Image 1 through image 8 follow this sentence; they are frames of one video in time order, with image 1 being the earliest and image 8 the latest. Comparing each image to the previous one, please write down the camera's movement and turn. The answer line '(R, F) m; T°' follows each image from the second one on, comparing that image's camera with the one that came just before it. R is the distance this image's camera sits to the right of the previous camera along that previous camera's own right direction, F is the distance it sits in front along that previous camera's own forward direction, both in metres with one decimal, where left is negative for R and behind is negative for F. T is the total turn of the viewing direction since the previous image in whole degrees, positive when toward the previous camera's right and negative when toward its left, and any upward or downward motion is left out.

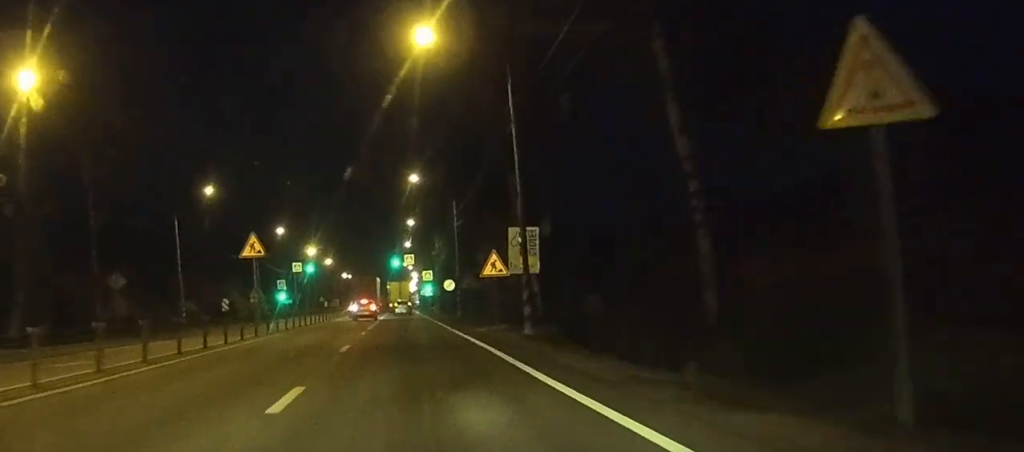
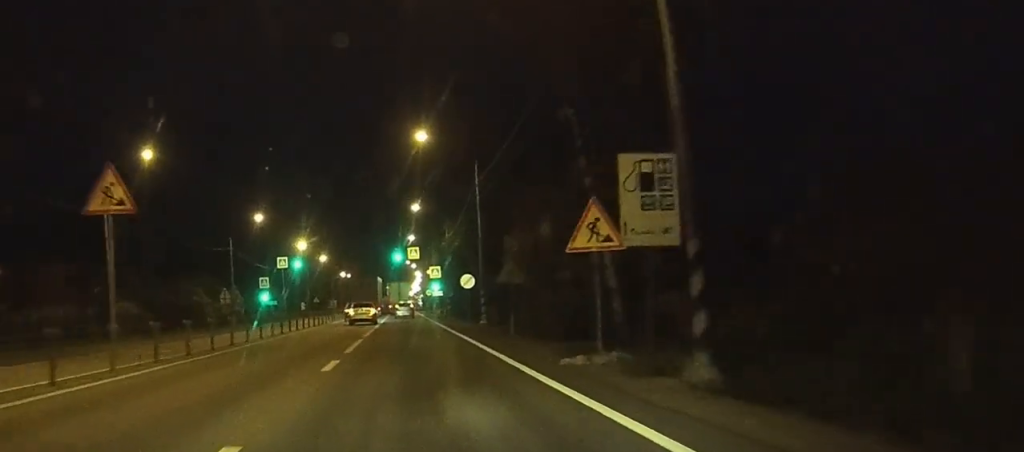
(0.0, +17.3) m; 0°
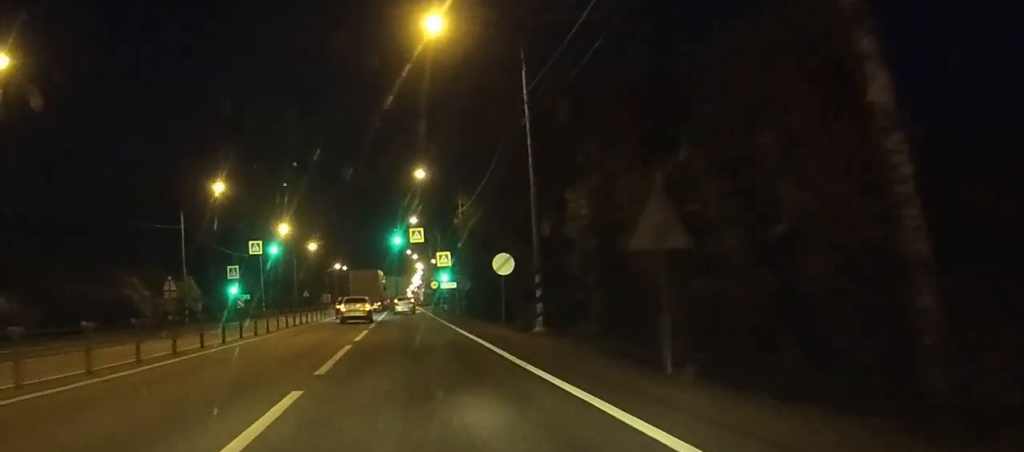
(-0.1, +19.4) m; -1°
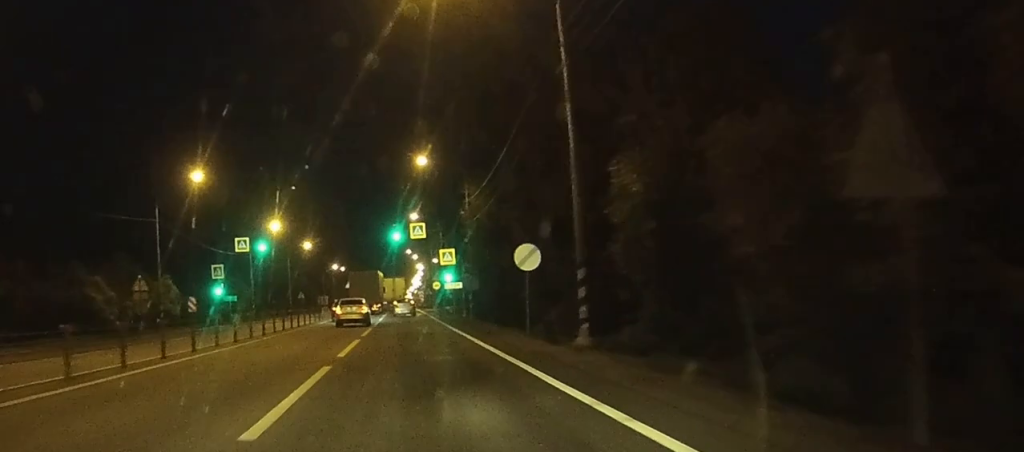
(0.0, +7.0) m; 0°
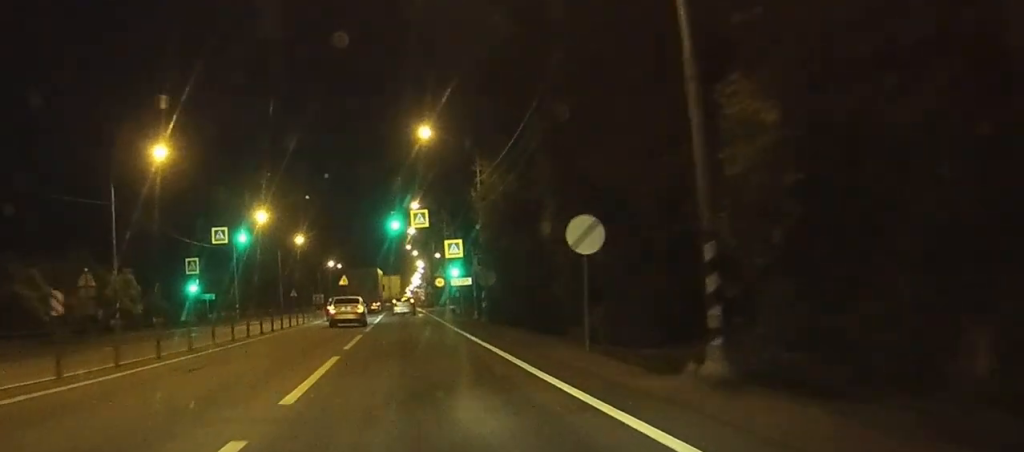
(0.0, +9.2) m; 0°
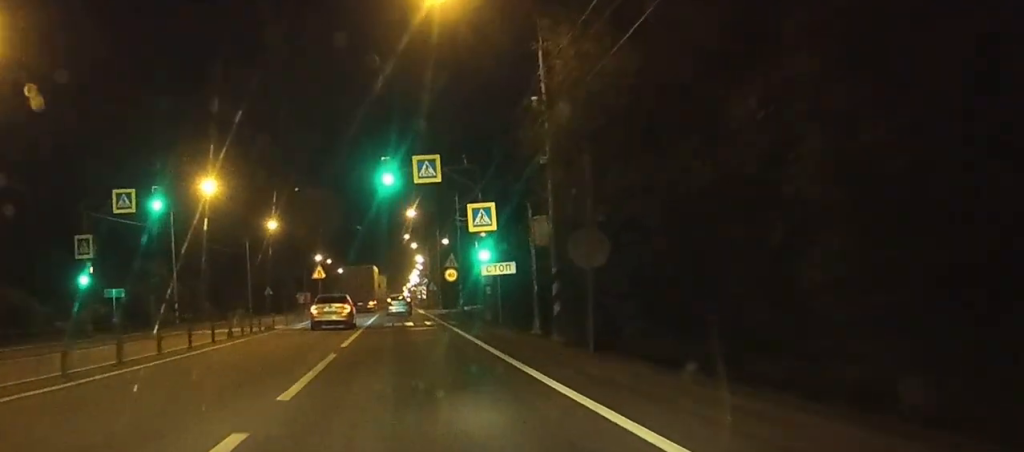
(+0.1, +23.0) m; 0°
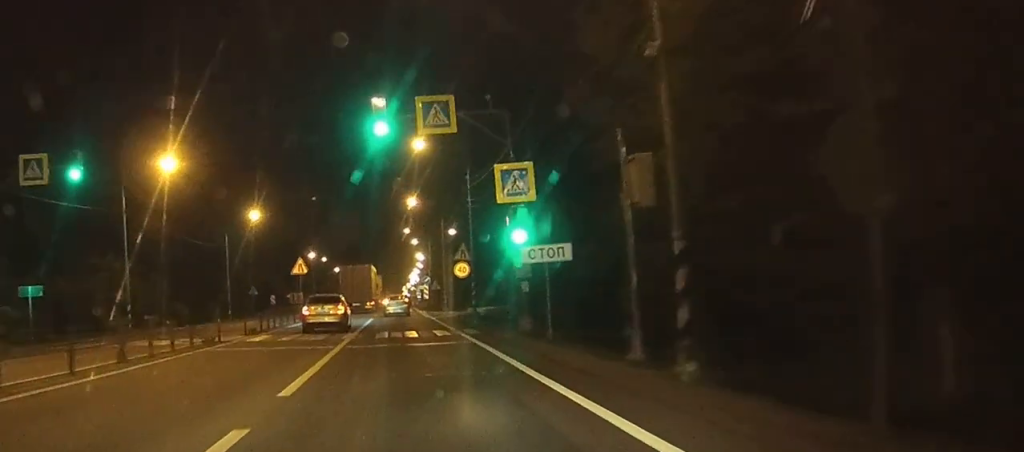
(0.0, +11.4) m; 0°
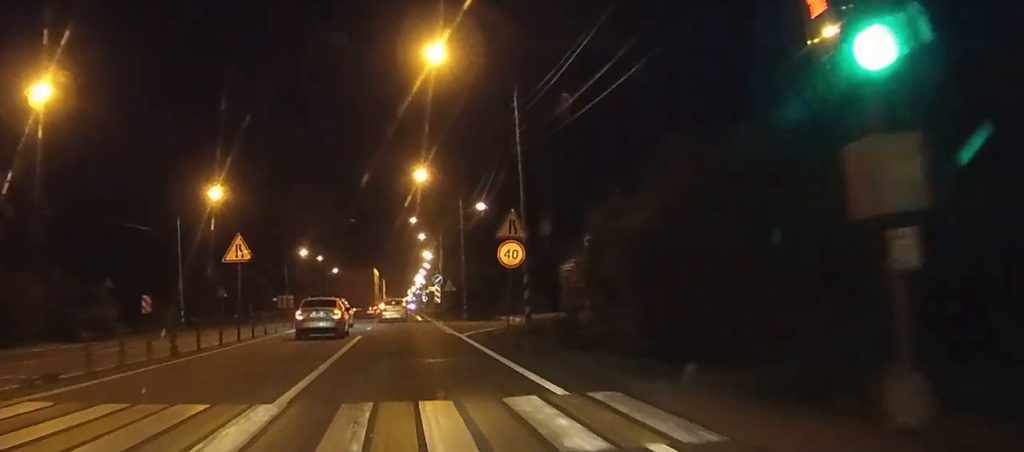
(-0.1, +20.6) m; -1°
